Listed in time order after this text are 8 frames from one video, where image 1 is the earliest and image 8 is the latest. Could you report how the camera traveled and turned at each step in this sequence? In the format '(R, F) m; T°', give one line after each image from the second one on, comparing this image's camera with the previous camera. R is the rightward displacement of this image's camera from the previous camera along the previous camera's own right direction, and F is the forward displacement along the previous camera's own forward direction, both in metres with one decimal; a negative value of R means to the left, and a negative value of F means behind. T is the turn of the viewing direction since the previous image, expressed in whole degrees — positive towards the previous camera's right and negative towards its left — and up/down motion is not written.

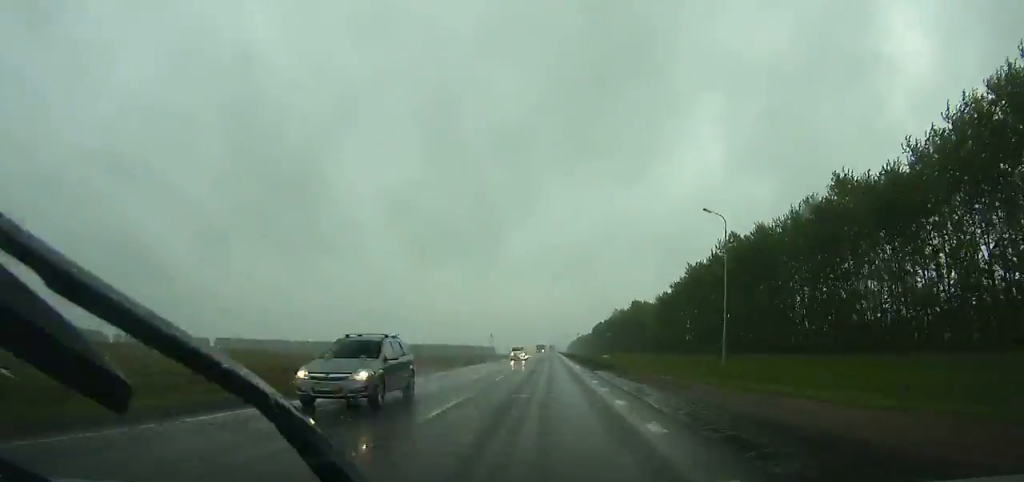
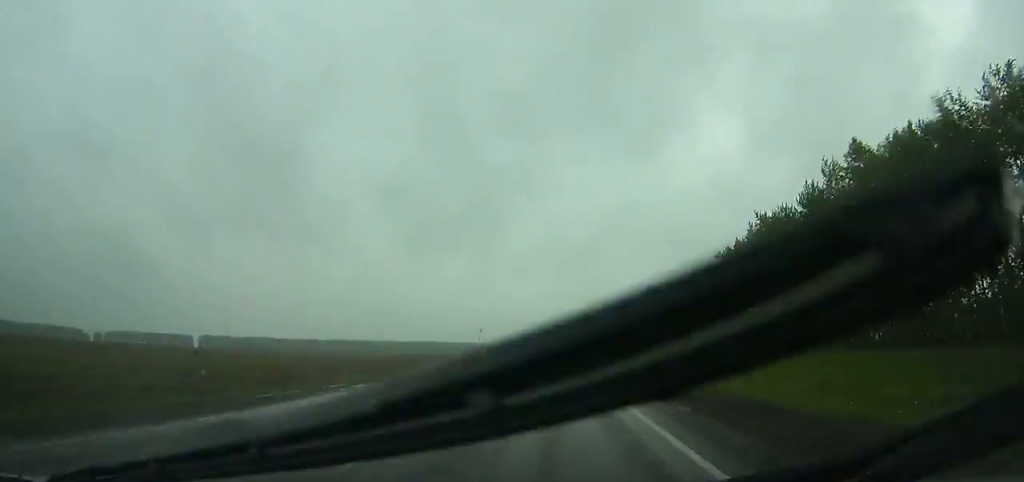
(-0.1, +40.5) m; 0°
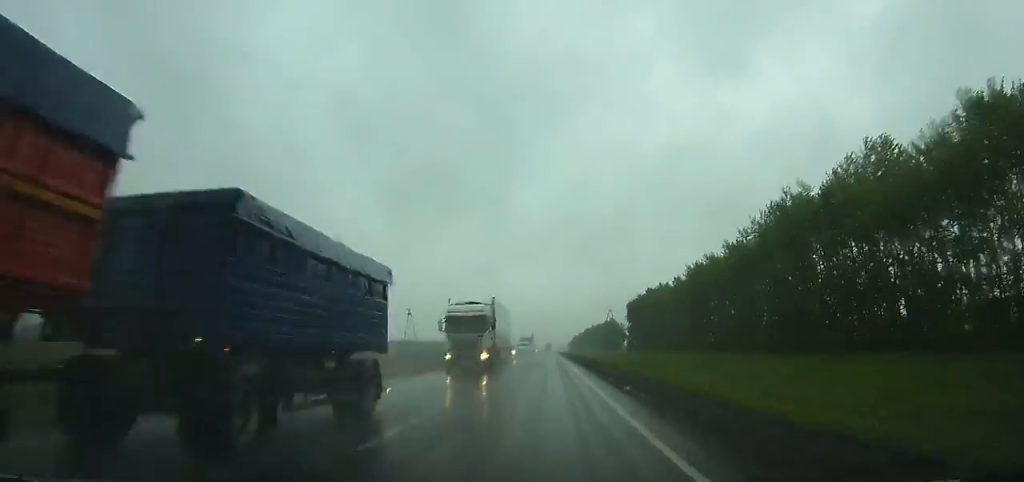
(+0.4, +142.6) m; 0°
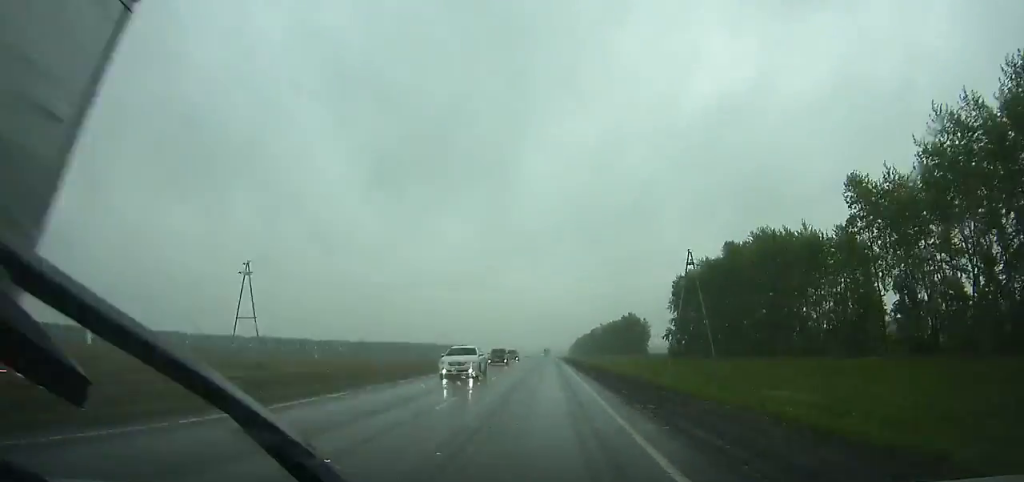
(+0.2, +77.7) m; 0°
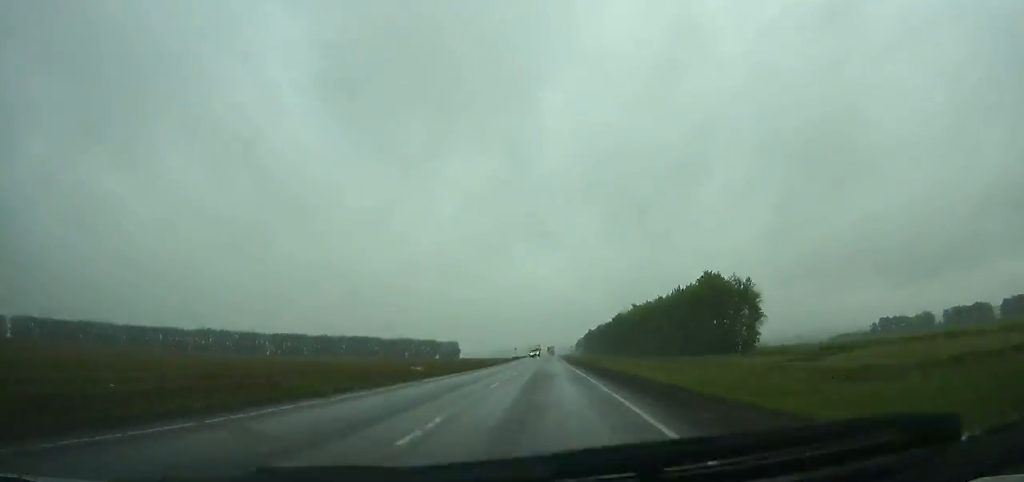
(-1.0, +123.9) m; -1°
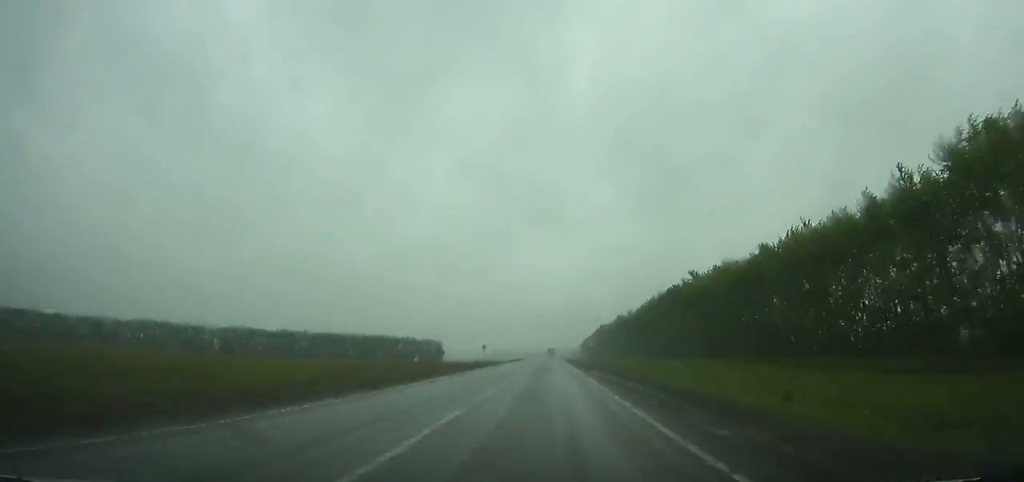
(-0.1, +92.2) m; 0°
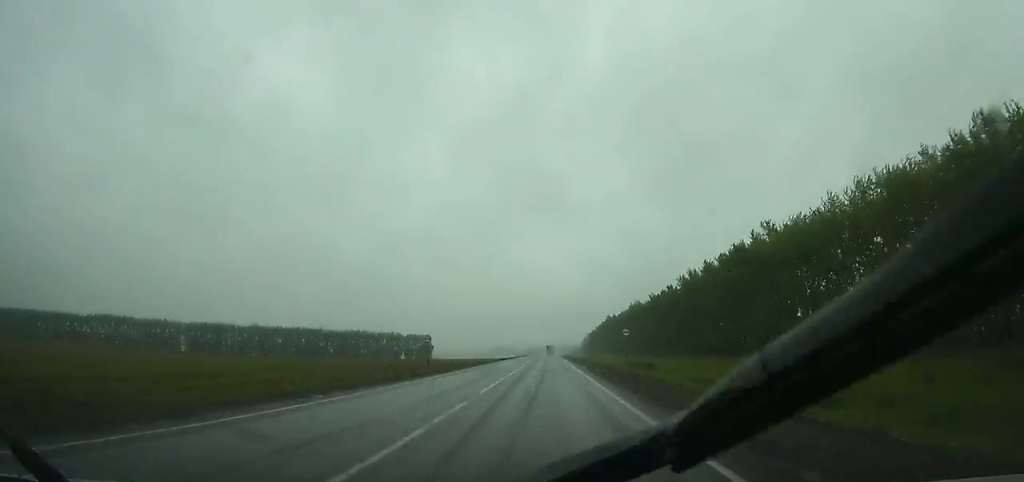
(-0.1, +46.5) m; 0°
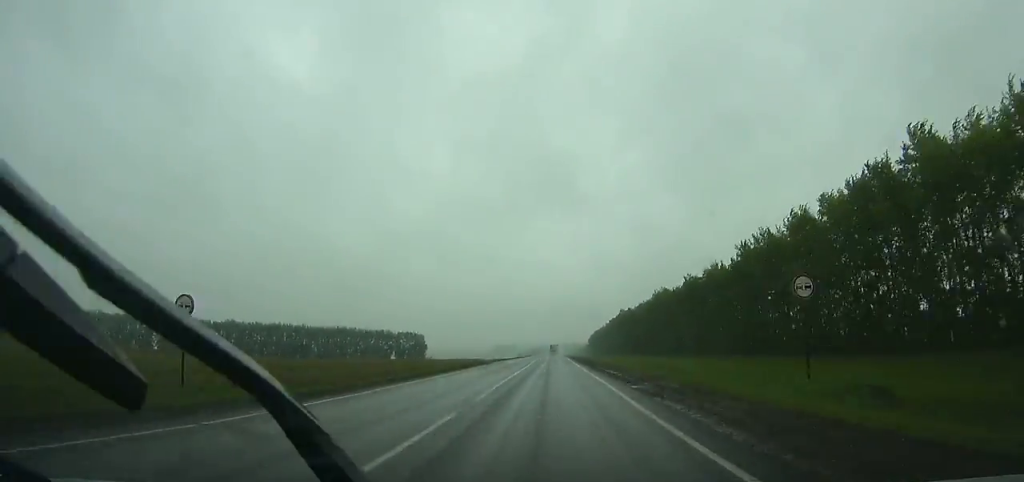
(-0.1, +38.9) m; 0°
